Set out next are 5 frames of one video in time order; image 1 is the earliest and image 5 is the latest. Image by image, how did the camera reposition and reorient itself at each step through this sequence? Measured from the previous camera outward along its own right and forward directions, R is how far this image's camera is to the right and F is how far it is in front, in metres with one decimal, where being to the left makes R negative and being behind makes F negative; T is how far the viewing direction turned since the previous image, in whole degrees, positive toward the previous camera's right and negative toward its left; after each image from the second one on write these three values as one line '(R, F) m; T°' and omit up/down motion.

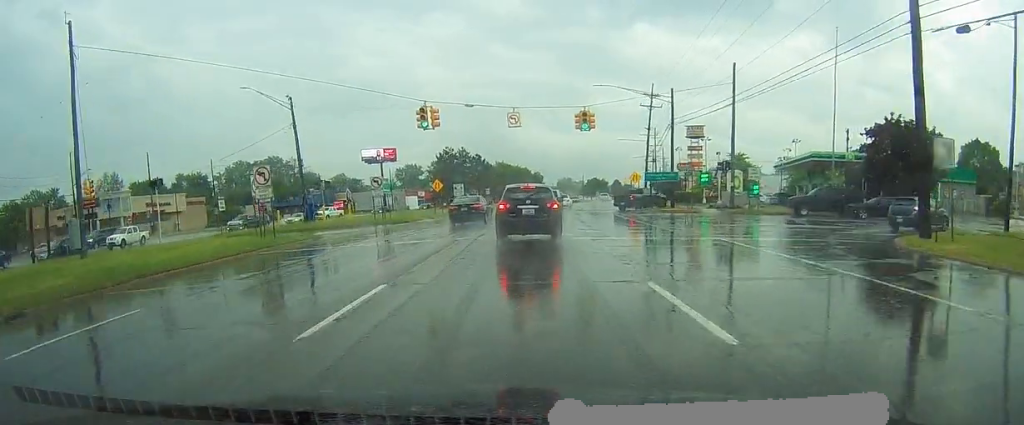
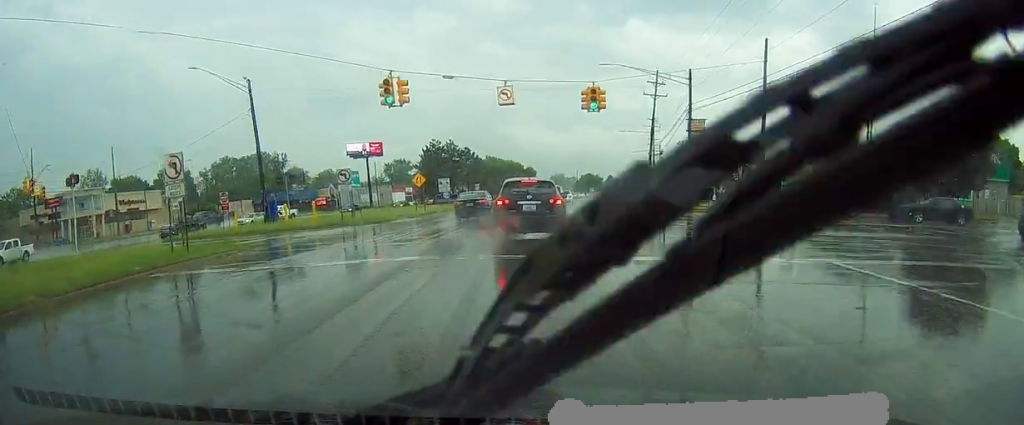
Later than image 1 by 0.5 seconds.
(+0.2, +7.6) m; 0°
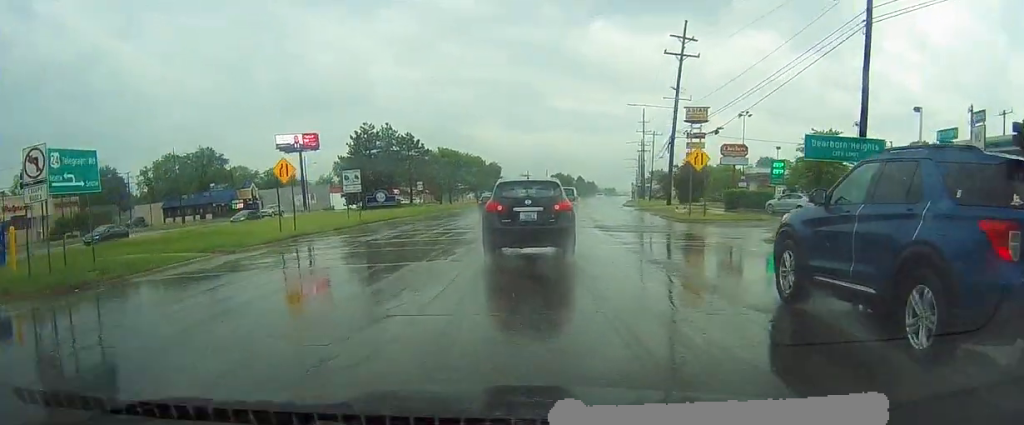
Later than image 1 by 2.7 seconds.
(+1.0, +28.4) m; +4°
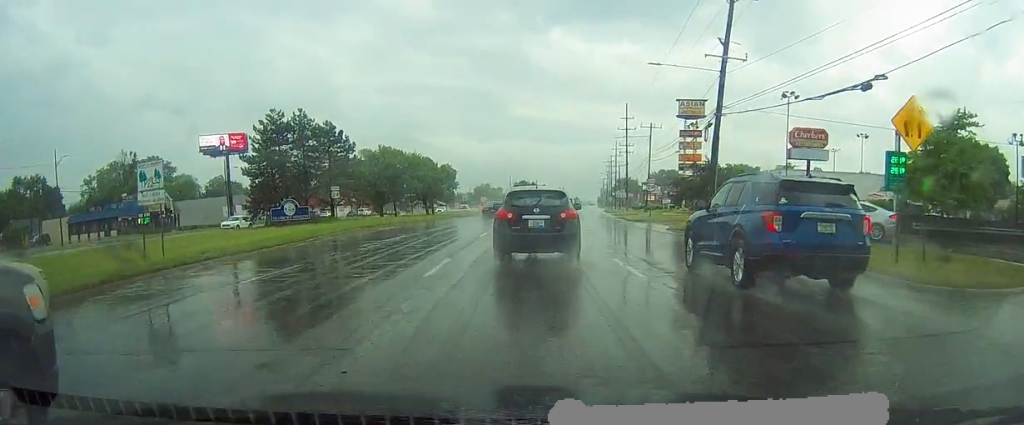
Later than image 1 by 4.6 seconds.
(-0.2, +22.1) m; +2°
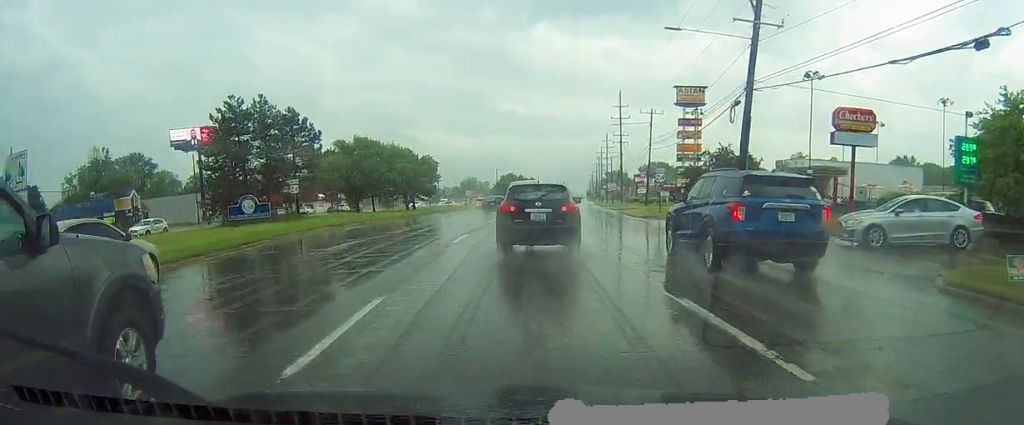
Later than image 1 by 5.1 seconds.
(+0.1, +7.2) m; +1°
